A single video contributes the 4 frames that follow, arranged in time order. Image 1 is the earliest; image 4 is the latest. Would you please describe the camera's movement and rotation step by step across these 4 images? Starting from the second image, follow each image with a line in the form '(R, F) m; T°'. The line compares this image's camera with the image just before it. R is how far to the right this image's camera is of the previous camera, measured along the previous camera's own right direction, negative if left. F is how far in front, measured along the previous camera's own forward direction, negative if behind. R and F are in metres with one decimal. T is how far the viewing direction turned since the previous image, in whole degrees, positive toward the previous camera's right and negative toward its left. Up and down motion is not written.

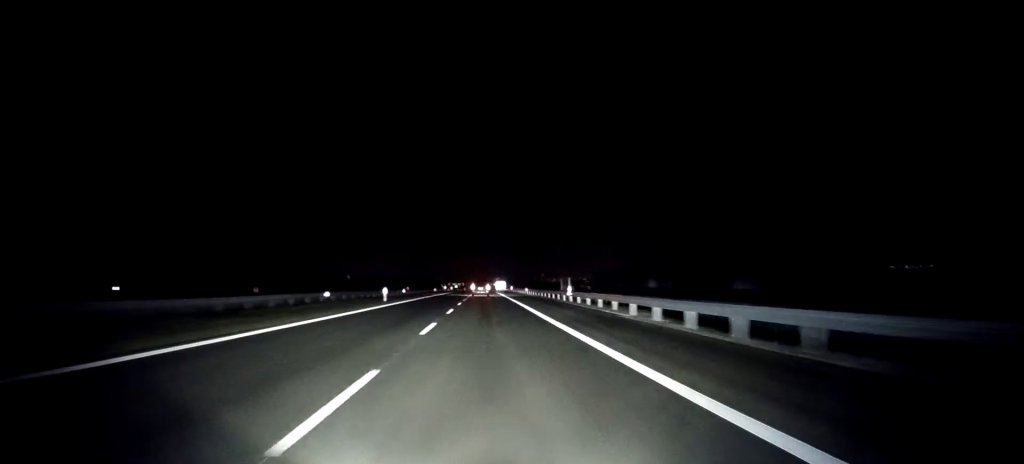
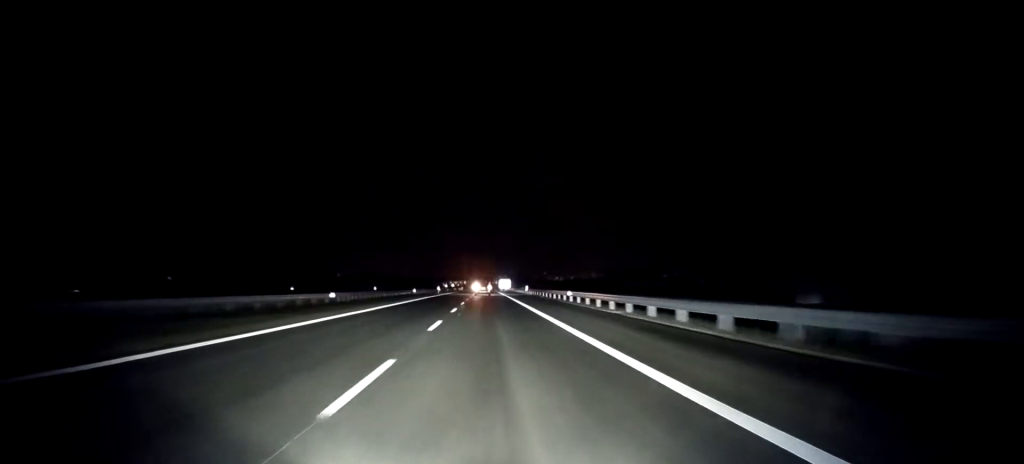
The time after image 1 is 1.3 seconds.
(-0.1, +46.8) m; 0°
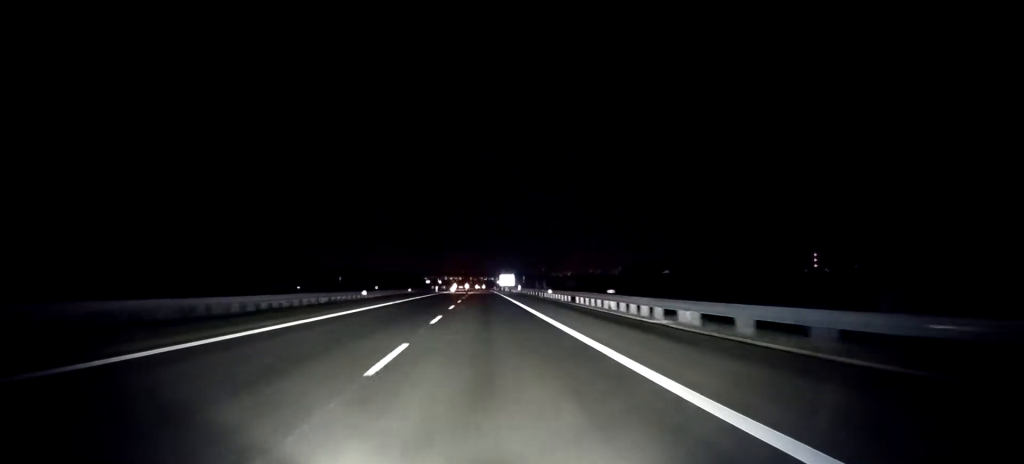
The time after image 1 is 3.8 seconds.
(-0.3, +92.9) m; -1°
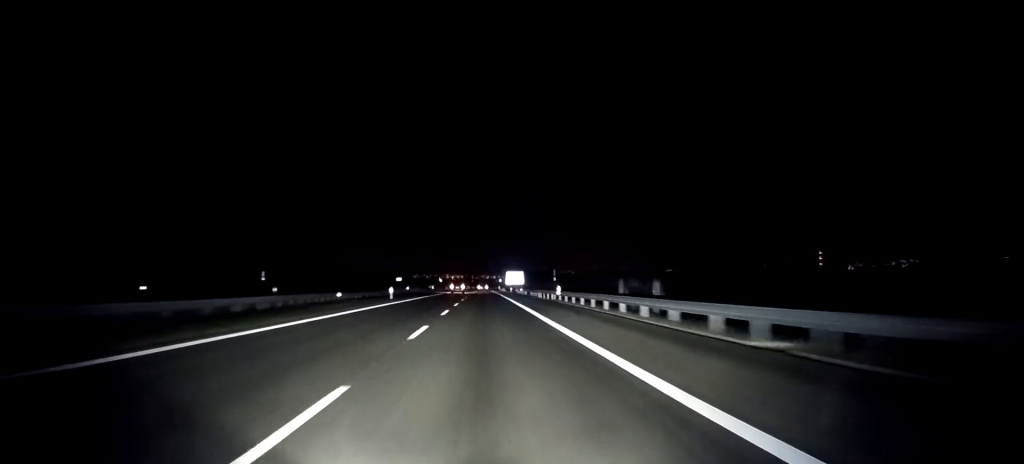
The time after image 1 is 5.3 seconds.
(-0.3, +53.4) m; 0°
